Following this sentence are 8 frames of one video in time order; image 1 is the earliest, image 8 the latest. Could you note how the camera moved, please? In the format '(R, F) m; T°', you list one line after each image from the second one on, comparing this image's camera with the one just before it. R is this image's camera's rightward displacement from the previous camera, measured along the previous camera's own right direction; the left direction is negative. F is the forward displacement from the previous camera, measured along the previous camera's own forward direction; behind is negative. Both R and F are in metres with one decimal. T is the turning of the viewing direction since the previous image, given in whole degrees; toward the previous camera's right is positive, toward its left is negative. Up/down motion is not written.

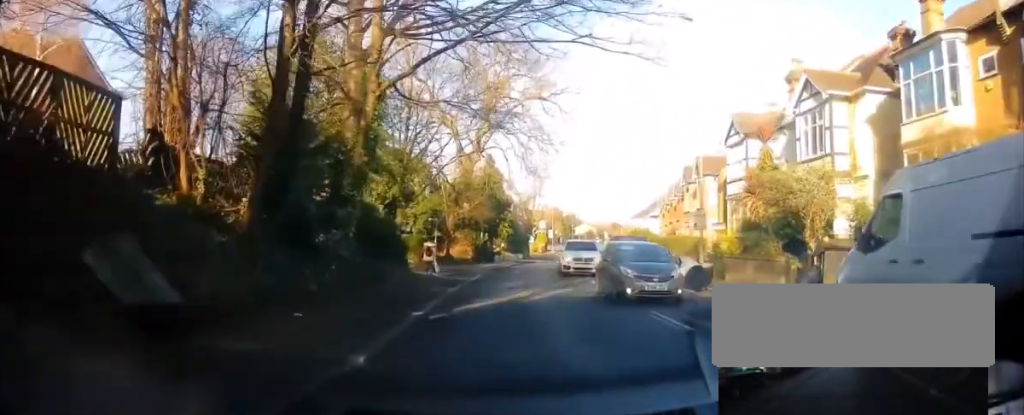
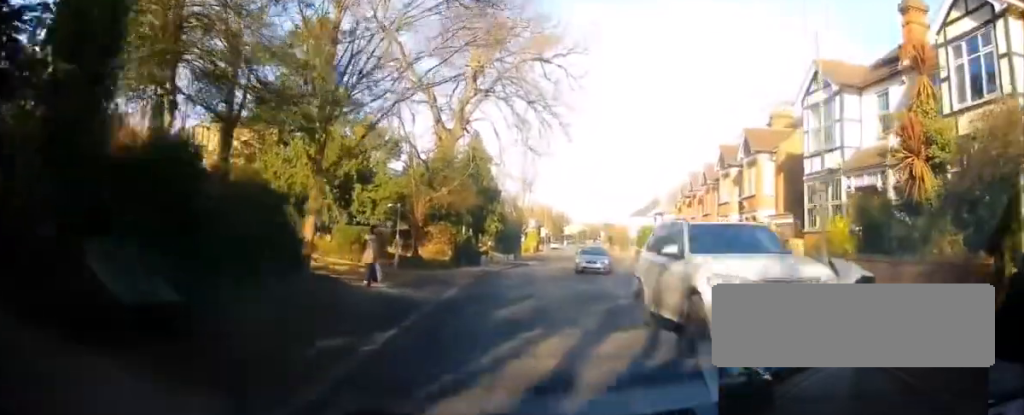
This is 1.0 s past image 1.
(-0.5, +8.9) m; -2°
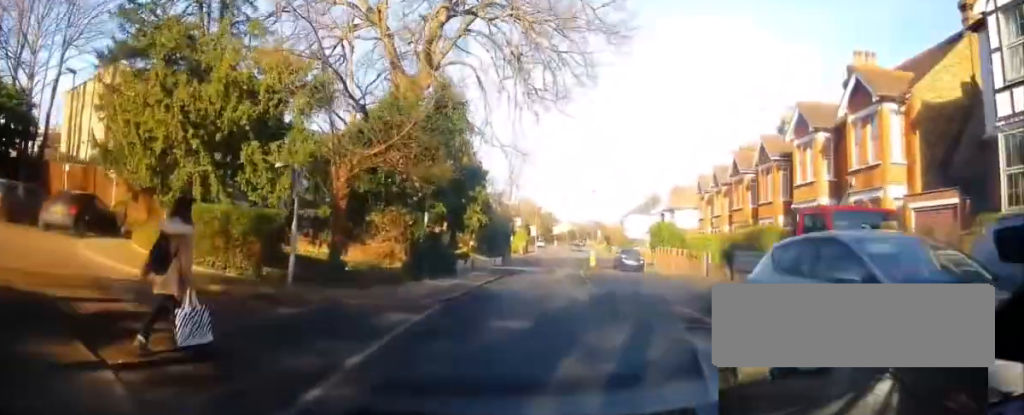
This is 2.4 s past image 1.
(+0.2, +11.3) m; +1°
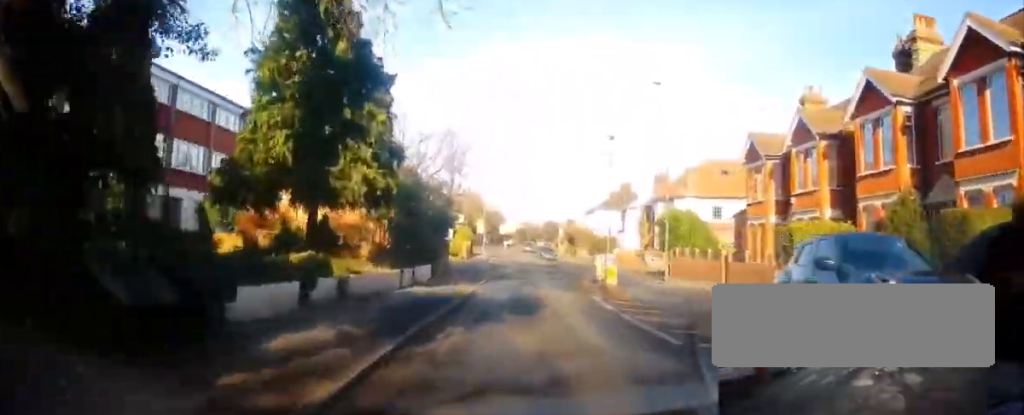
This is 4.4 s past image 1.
(+0.3, +19.2) m; +3°
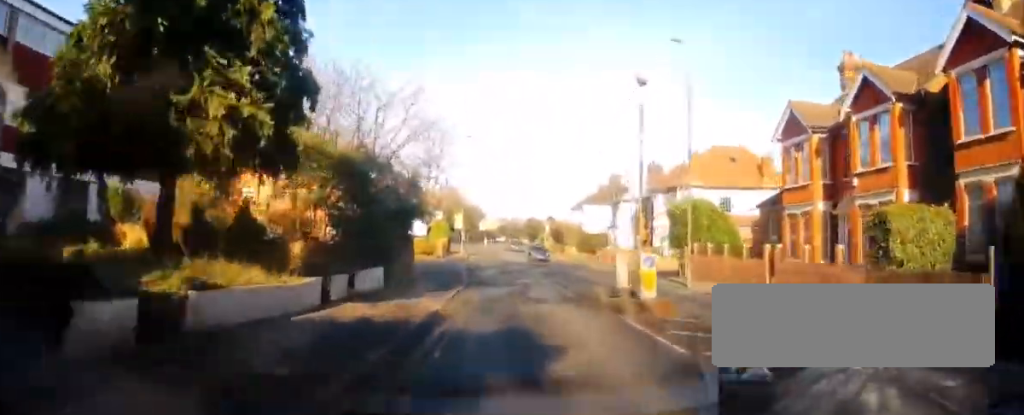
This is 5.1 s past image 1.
(+0.1, +6.1) m; +1°
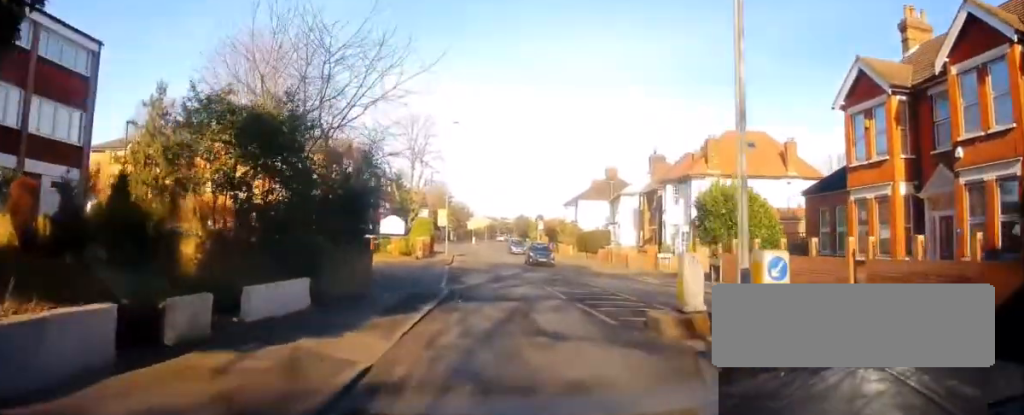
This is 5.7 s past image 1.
(+0.1, +6.0) m; 0°
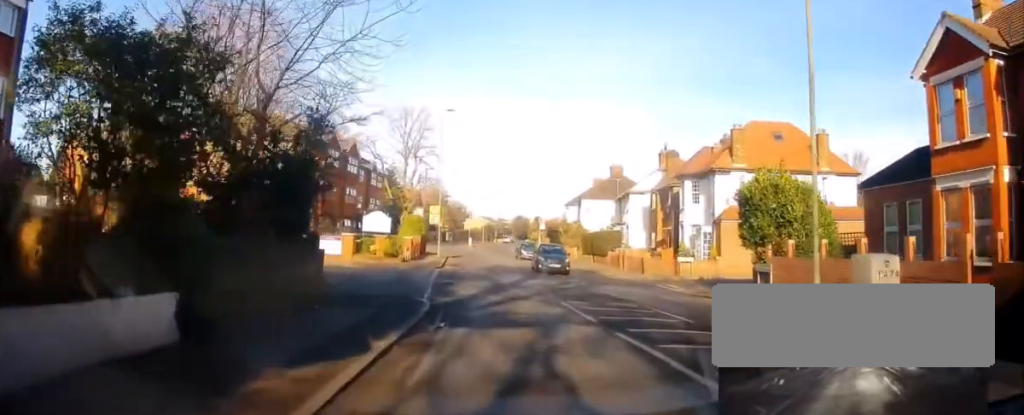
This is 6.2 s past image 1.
(0.0, +4.9) m; 0°
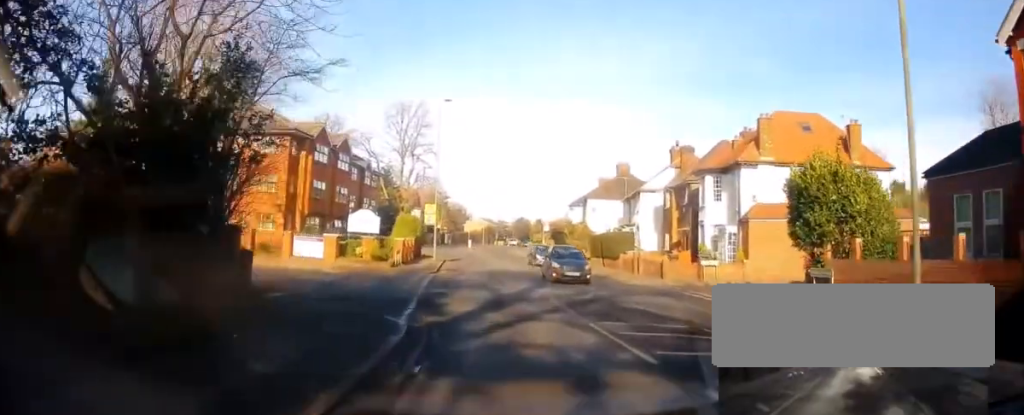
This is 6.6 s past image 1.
(0.0, +3.7) m; 0°
